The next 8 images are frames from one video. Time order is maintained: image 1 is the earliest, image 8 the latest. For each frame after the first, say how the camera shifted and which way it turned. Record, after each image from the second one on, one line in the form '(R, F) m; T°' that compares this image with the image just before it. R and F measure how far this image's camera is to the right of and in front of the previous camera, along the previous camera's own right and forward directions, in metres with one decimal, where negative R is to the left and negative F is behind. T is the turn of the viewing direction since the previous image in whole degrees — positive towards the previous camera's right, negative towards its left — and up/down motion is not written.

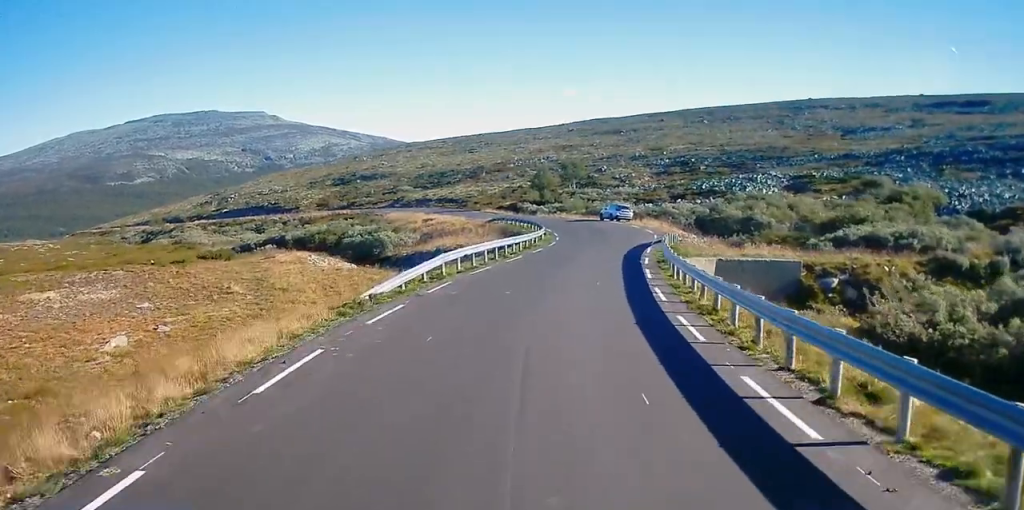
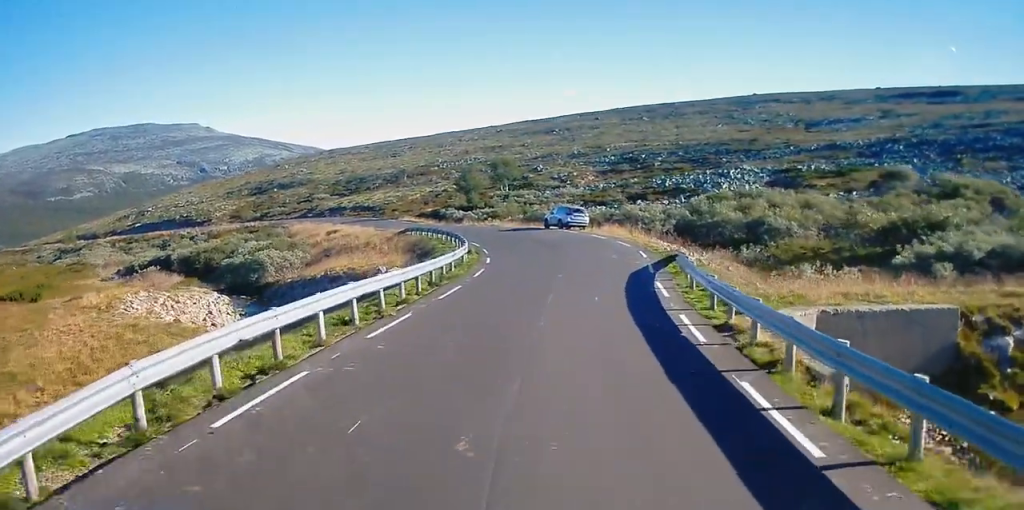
(+0.6, +19.0) m; +3°
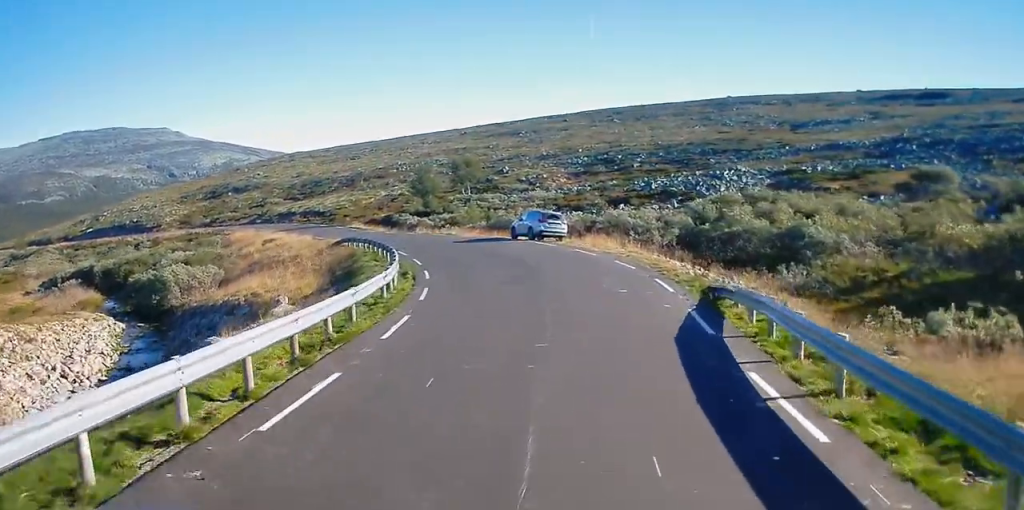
(+0.2, +11.7) m; 0°
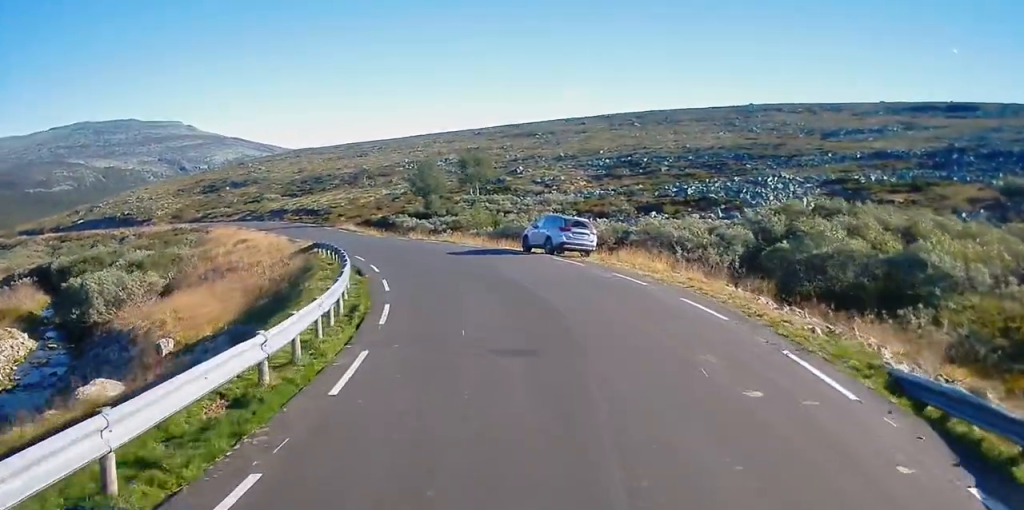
(0.0, +10.4) m; -2°
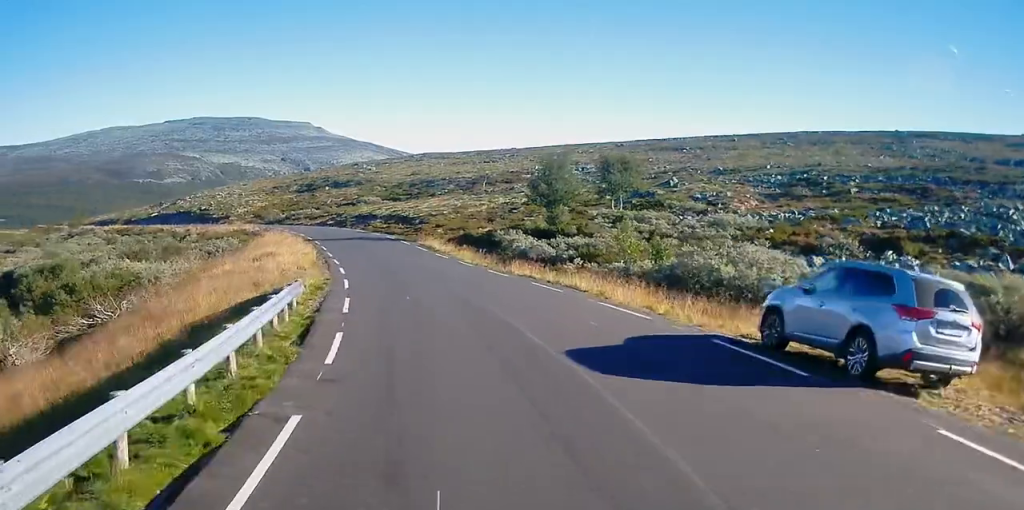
(-1.4, +22.3) m; -9°
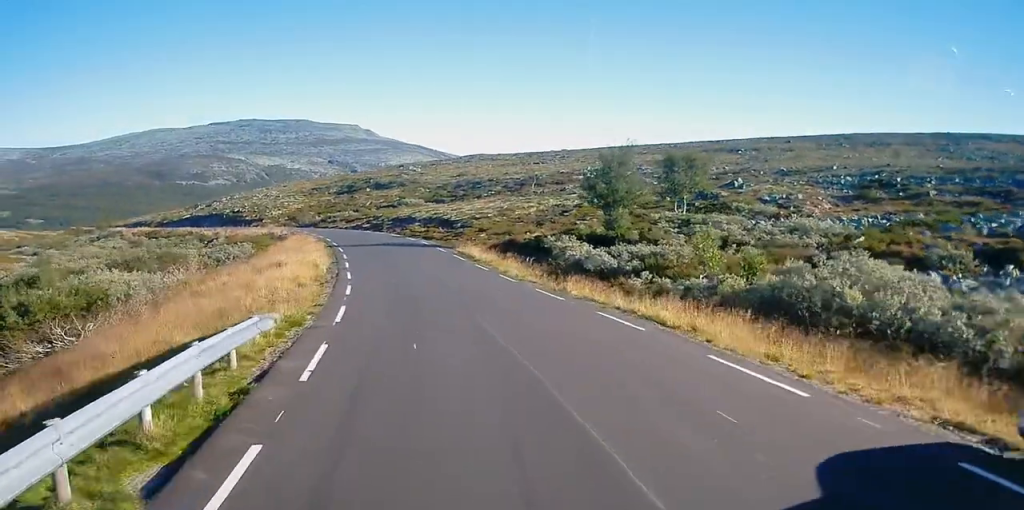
(-0.3, +7.0) m; -3°
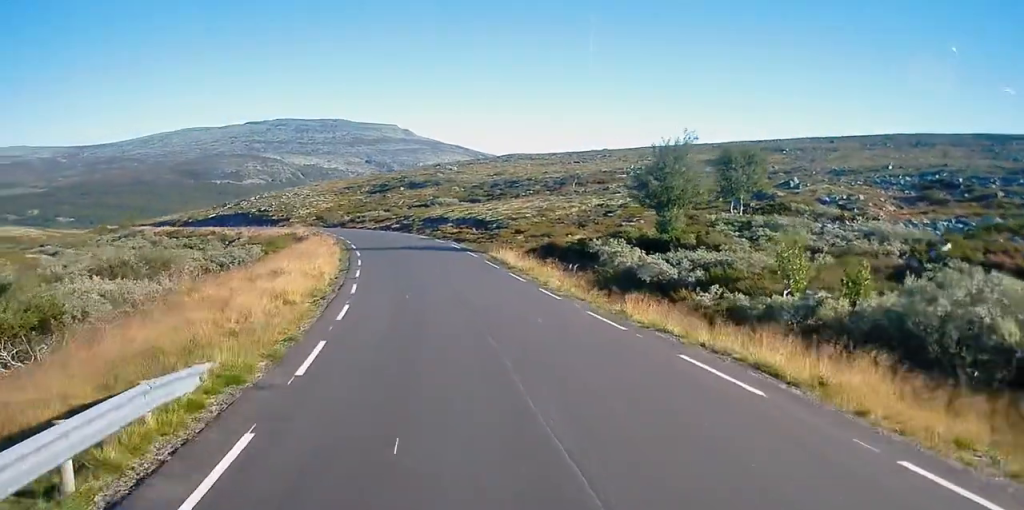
(0.0, +5.6) m; -2°
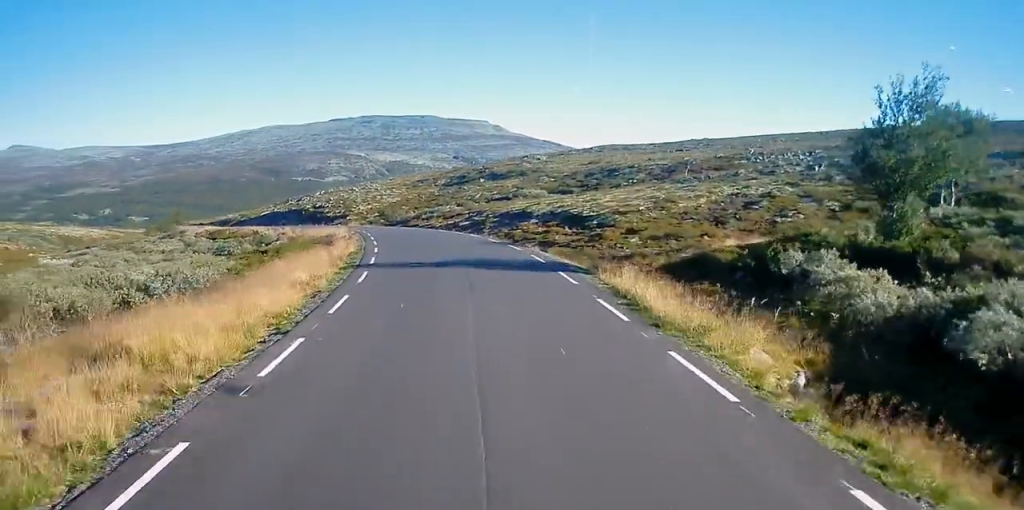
(-1.1, +18.4) m; -6°
